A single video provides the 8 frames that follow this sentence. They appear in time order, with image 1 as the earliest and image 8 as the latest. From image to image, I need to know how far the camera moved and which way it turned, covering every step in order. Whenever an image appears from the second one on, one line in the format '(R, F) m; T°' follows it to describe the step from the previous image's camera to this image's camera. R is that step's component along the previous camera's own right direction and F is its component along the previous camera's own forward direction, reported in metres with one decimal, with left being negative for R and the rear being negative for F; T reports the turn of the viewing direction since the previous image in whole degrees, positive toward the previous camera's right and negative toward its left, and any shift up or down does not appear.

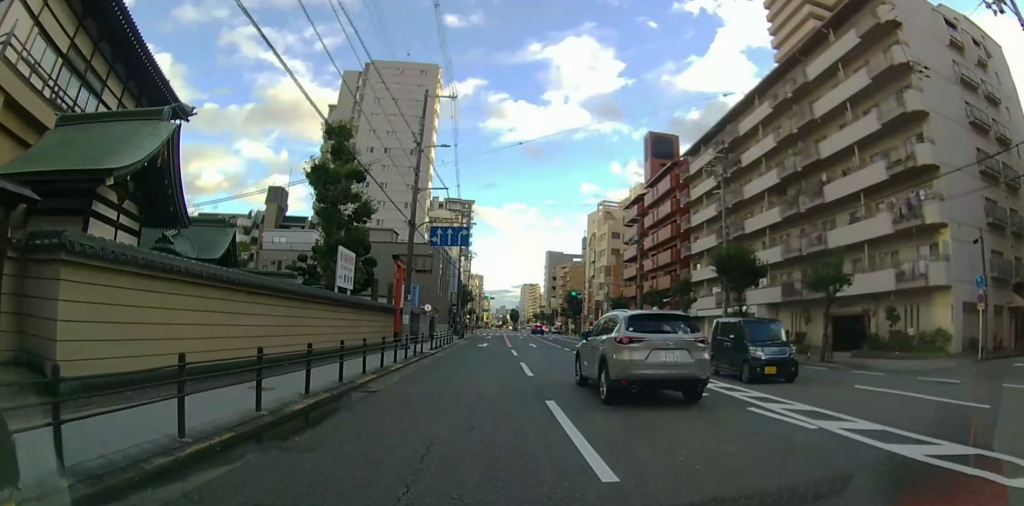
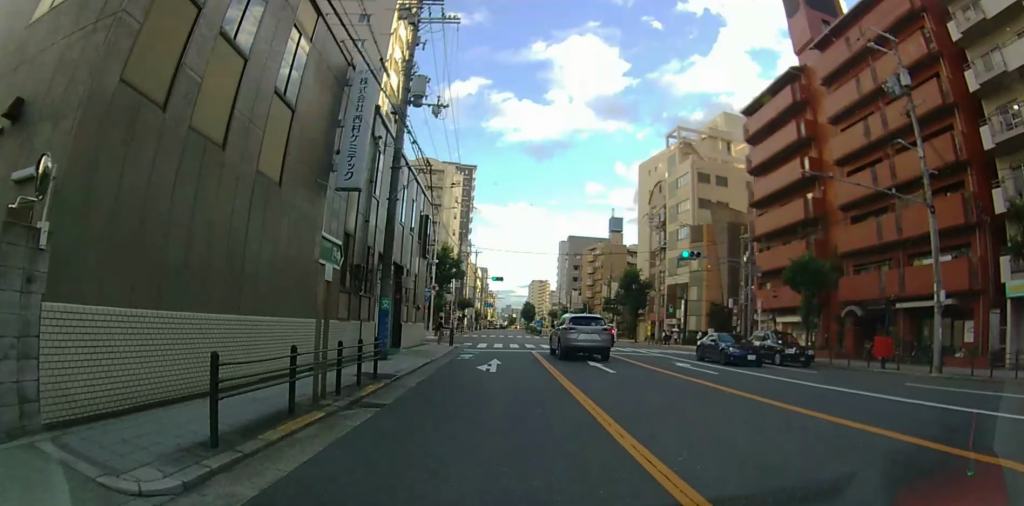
(+0.1, +39.3) m; +2°
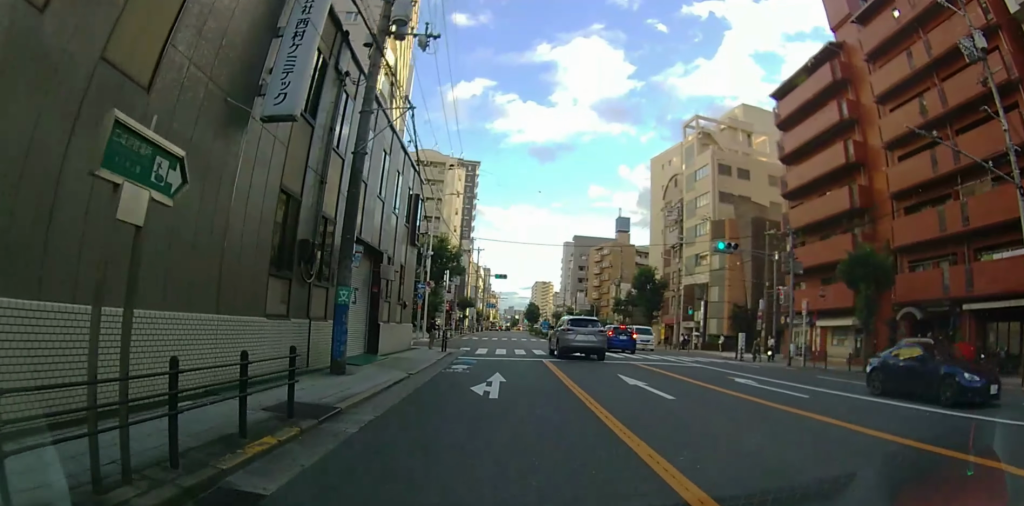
(+0.2, +5.1) m; -1°
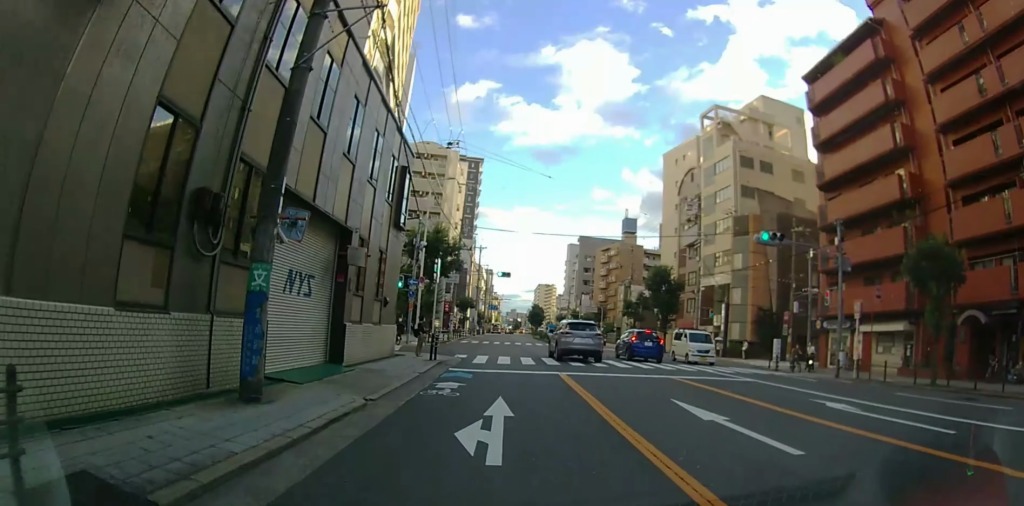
(0.0, +4.4) m; -1°
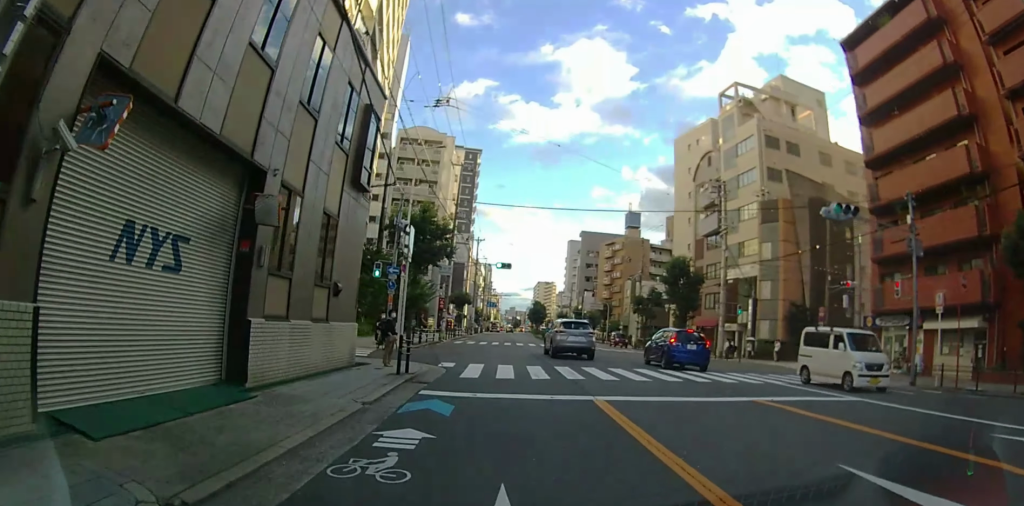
(-0.2, +5.3) m; -1°
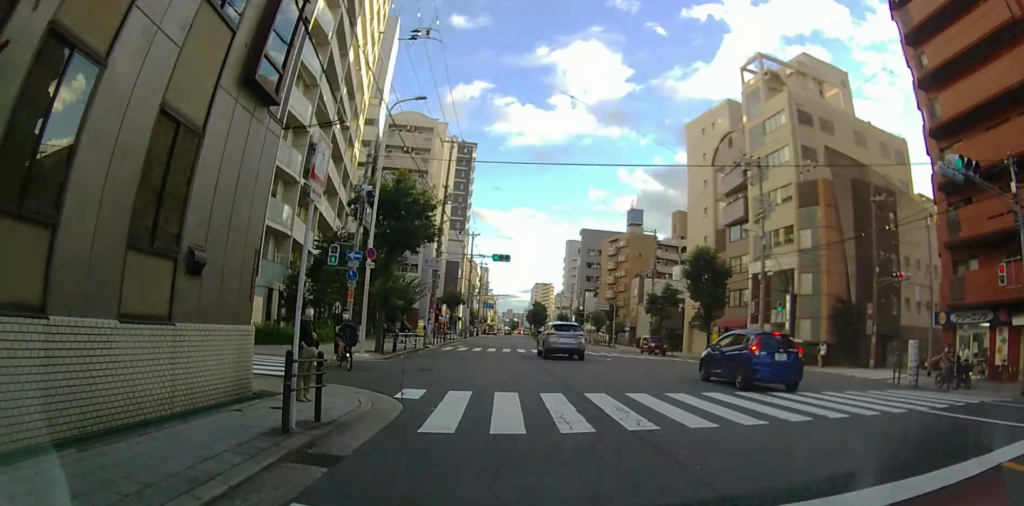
(0.0, +6.2) m; -1°
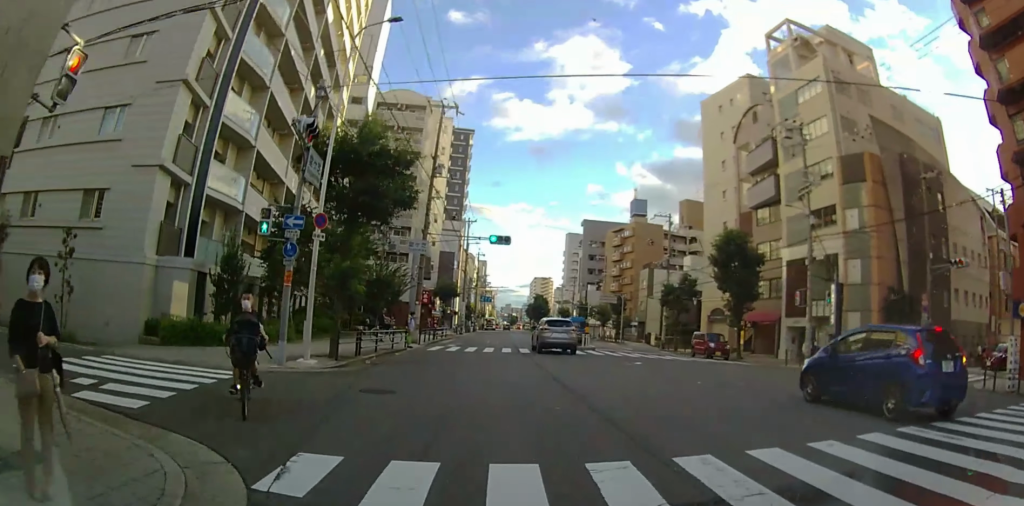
(+0.1, +5.2) m; 0°
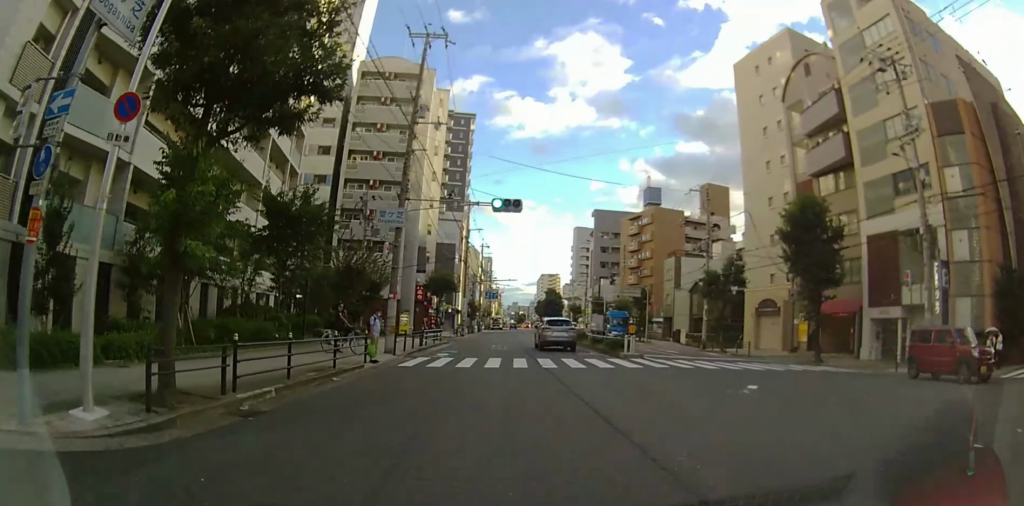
(-0.2, +8.3) m; -1°
